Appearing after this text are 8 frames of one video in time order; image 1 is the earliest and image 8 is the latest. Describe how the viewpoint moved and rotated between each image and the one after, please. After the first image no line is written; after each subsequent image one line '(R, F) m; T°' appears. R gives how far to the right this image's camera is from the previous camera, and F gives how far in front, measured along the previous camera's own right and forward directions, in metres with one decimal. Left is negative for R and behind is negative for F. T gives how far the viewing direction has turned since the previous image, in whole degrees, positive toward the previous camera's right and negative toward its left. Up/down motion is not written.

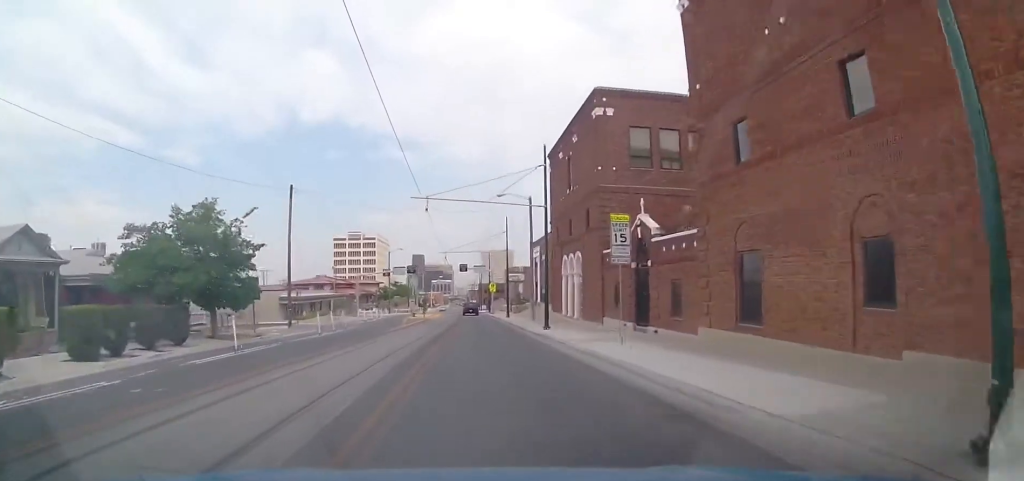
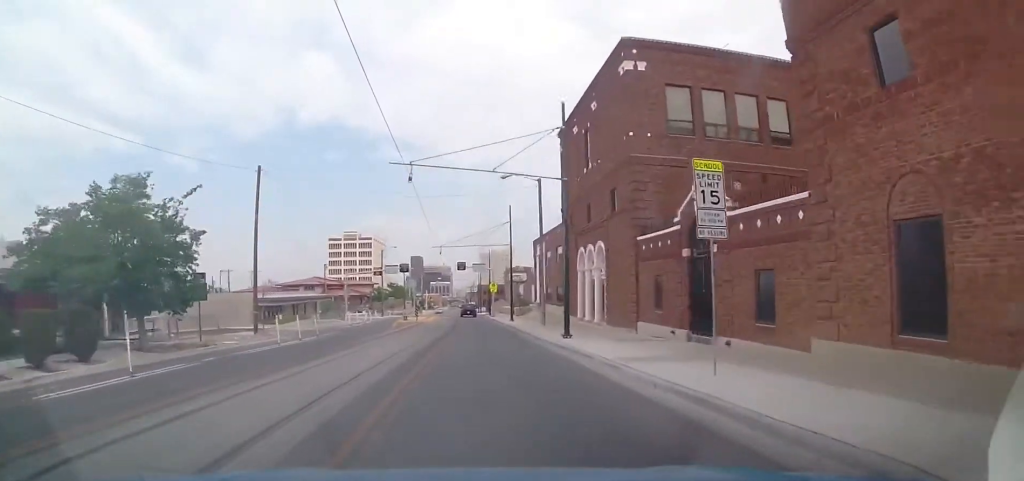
(0.0, +6.6) m; 0°
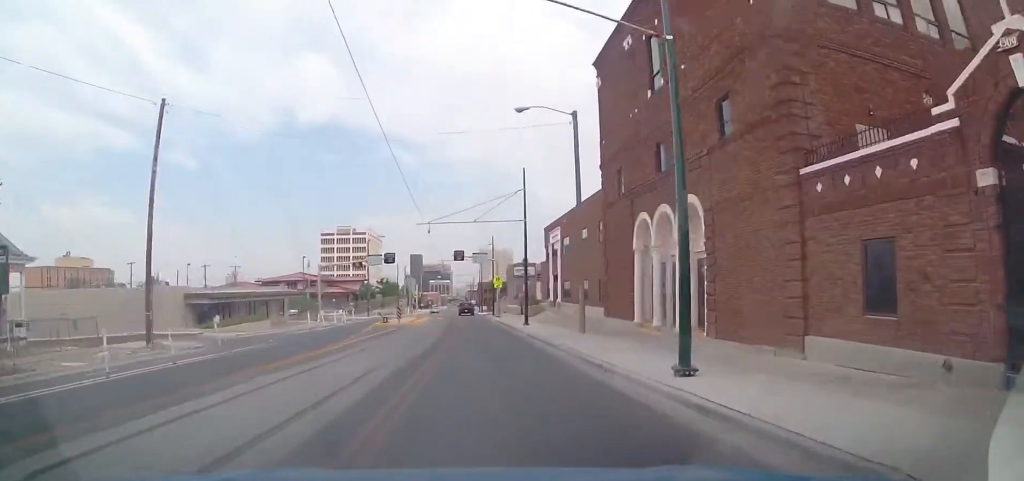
(0.0, +12.6) m; 0°
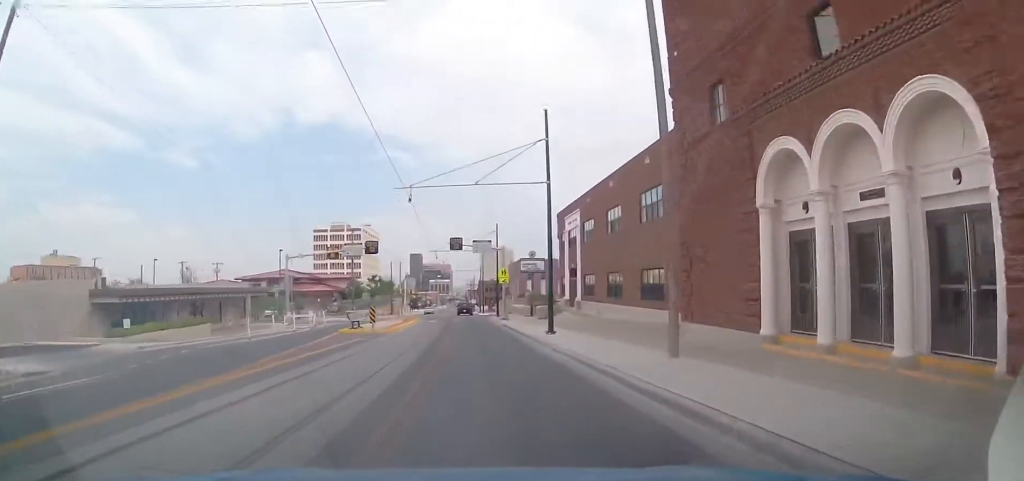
(0.0, +11.1) m; 0°
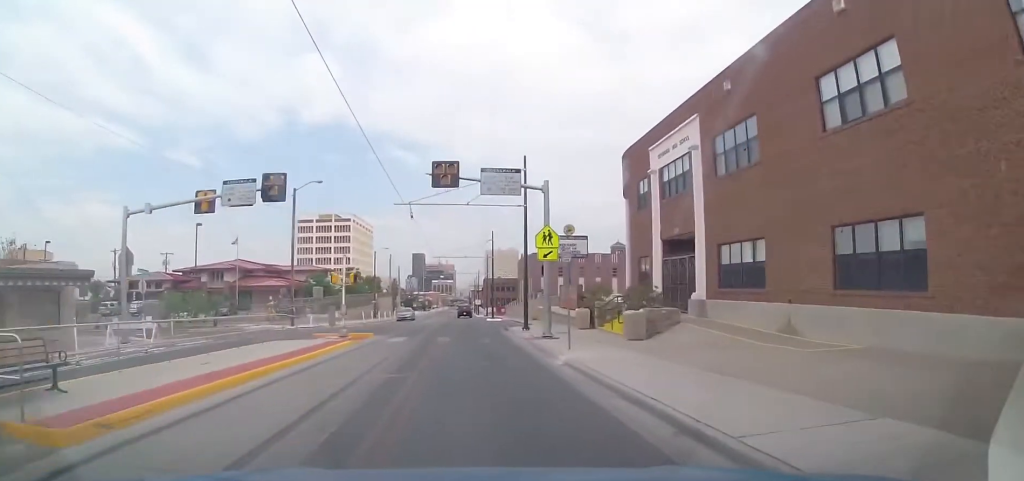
(0.0, +24.8) m; 0°
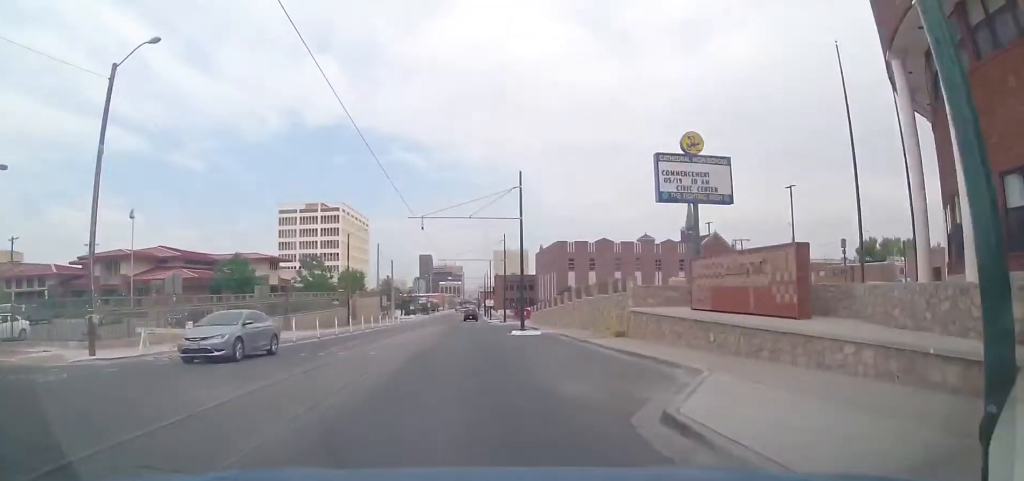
(0.0, +26.2) m; -1°
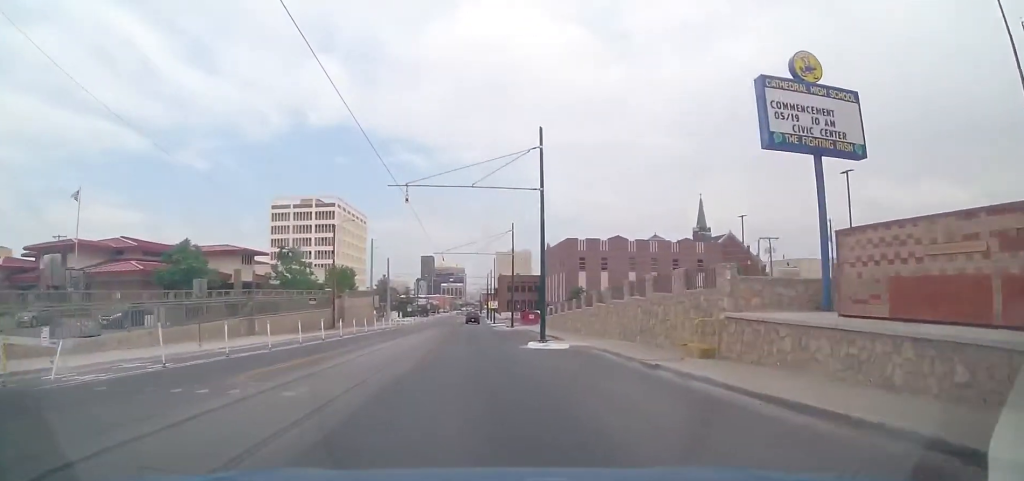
(+0.1, +8.4) m; -1°
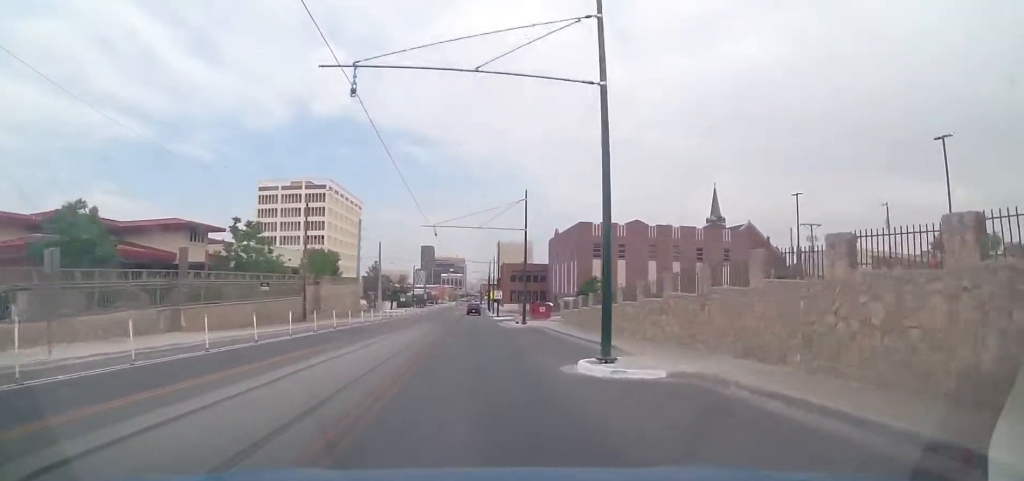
(-0.3, +10.9) m; -1°
